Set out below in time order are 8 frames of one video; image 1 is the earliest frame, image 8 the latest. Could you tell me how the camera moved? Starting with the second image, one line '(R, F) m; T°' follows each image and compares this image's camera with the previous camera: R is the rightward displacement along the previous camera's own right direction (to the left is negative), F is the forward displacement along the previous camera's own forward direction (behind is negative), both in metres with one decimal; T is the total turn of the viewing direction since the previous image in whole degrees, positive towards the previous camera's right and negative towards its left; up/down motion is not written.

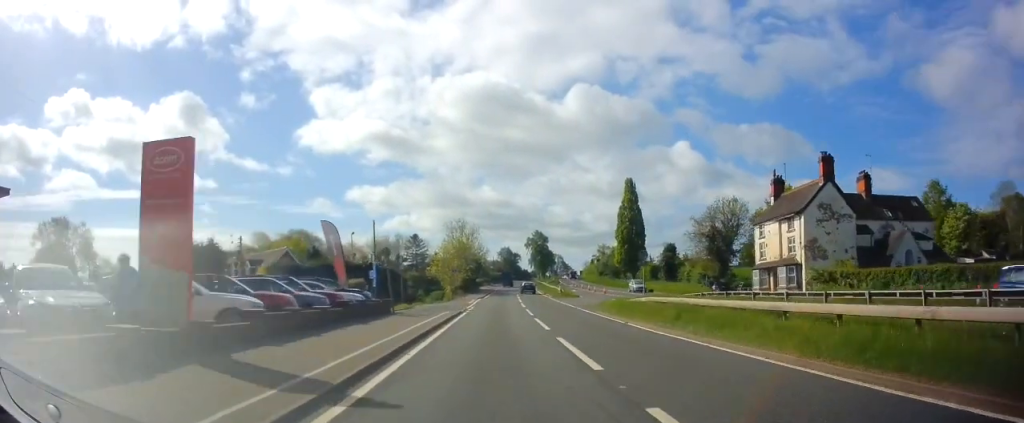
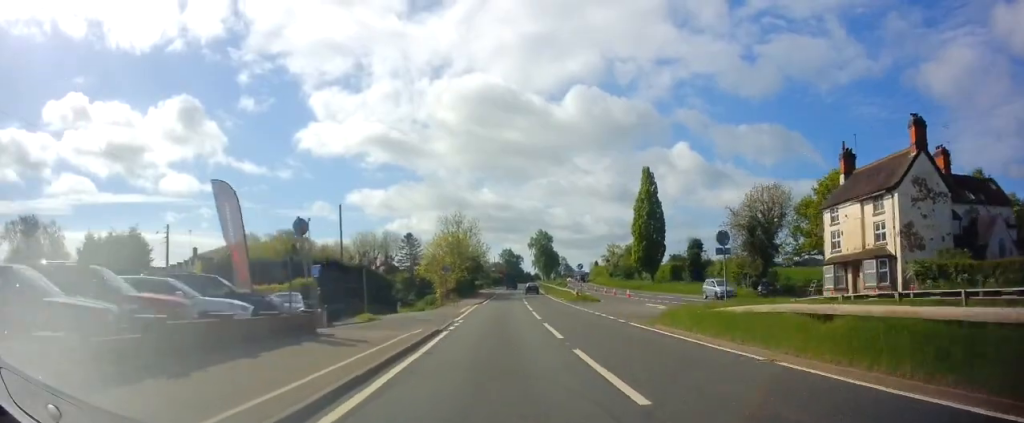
(+0.1, +11.5) m; 0°
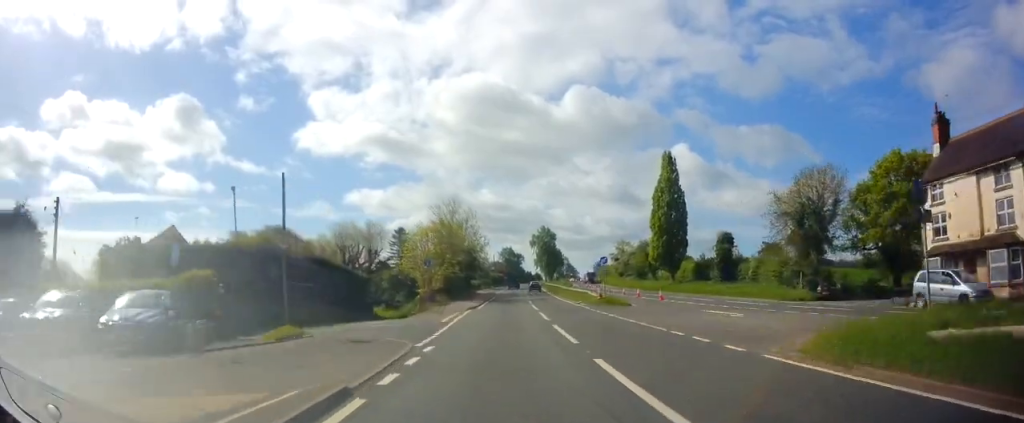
(-0.1, +10.9) m; 0°
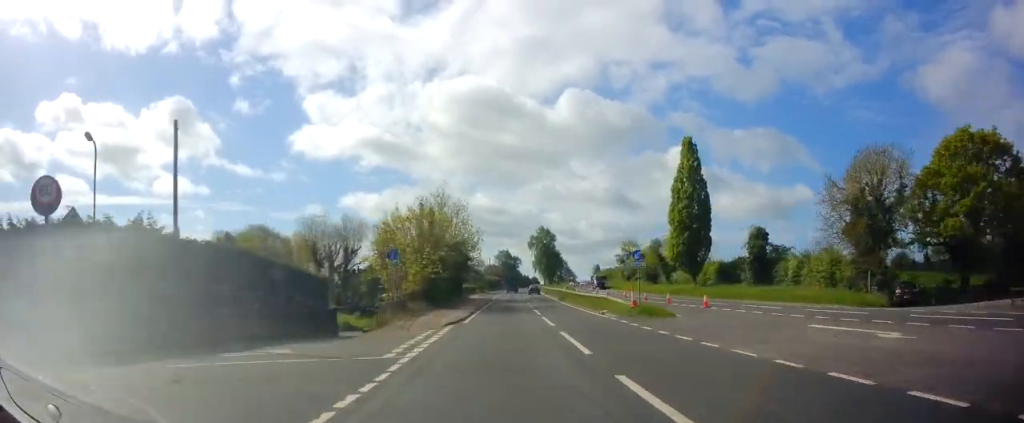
(0.0, +10.4) m; 0°
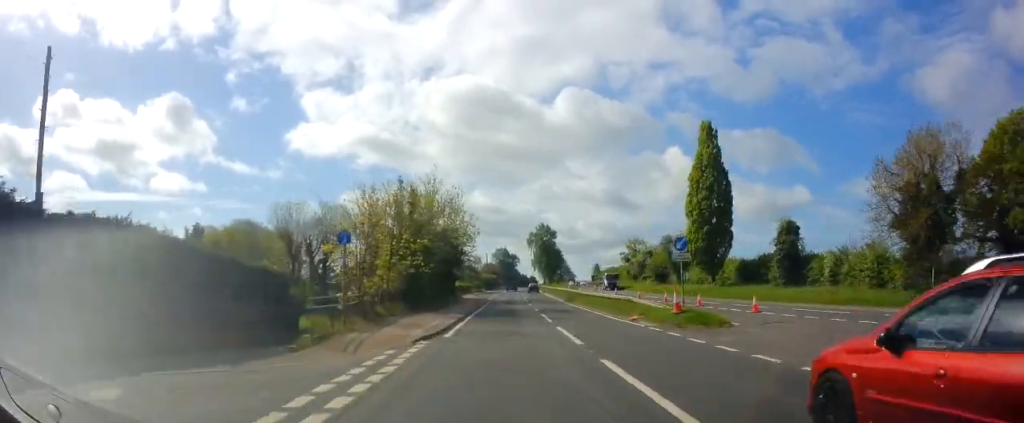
(+0.1, +7.1) m; 0°
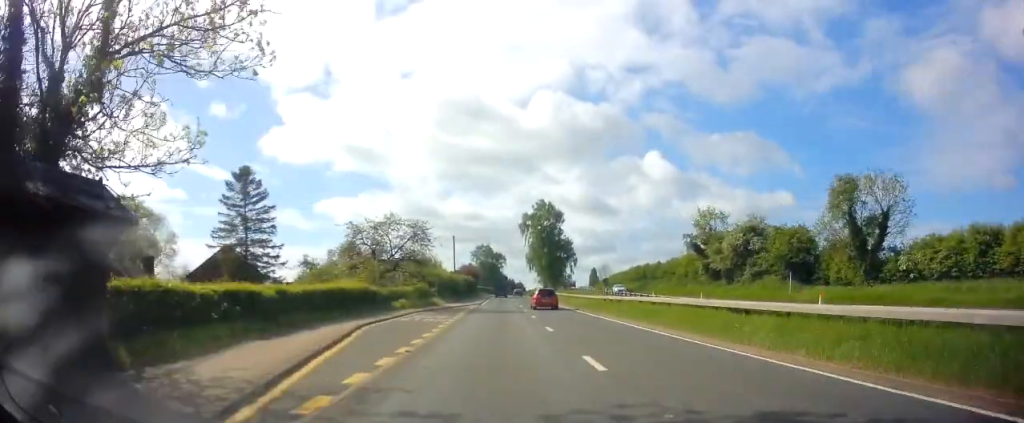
(+0.9, +49.6) m; +1°
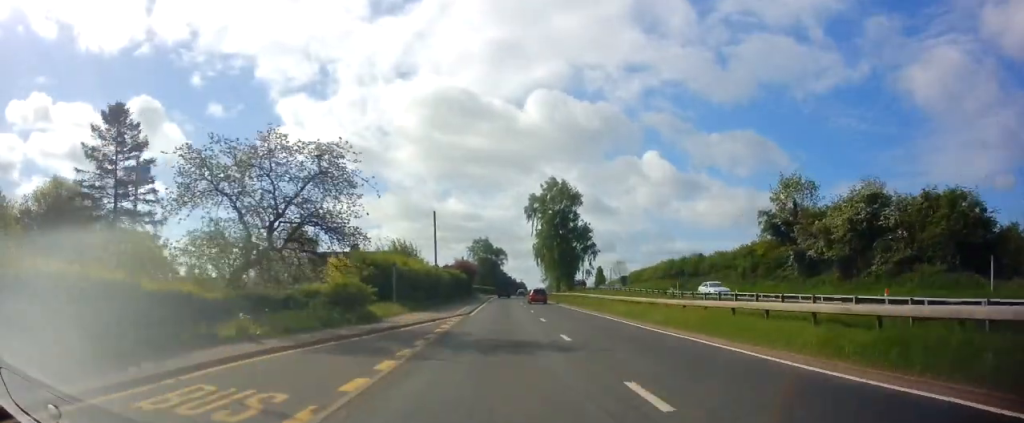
(-0.2, +20.6) m; -1°
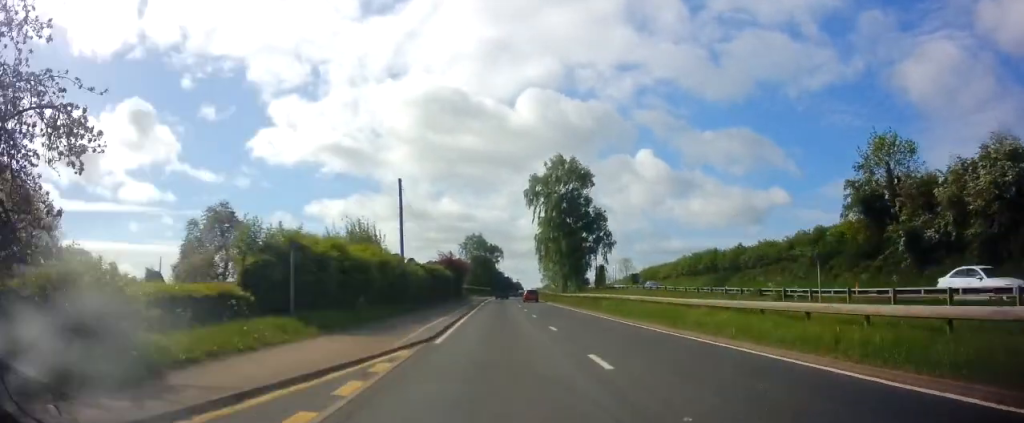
(0.0, +14.4) m; +1°
